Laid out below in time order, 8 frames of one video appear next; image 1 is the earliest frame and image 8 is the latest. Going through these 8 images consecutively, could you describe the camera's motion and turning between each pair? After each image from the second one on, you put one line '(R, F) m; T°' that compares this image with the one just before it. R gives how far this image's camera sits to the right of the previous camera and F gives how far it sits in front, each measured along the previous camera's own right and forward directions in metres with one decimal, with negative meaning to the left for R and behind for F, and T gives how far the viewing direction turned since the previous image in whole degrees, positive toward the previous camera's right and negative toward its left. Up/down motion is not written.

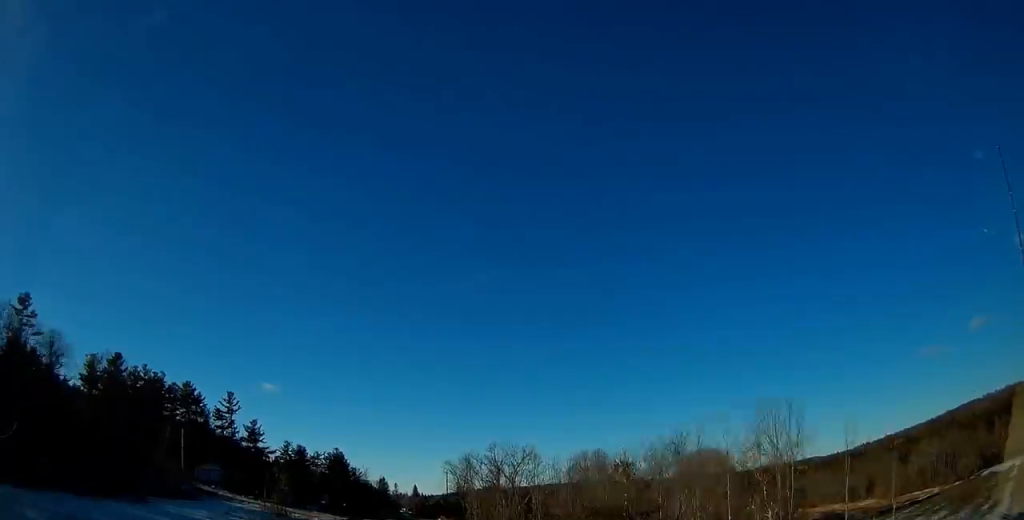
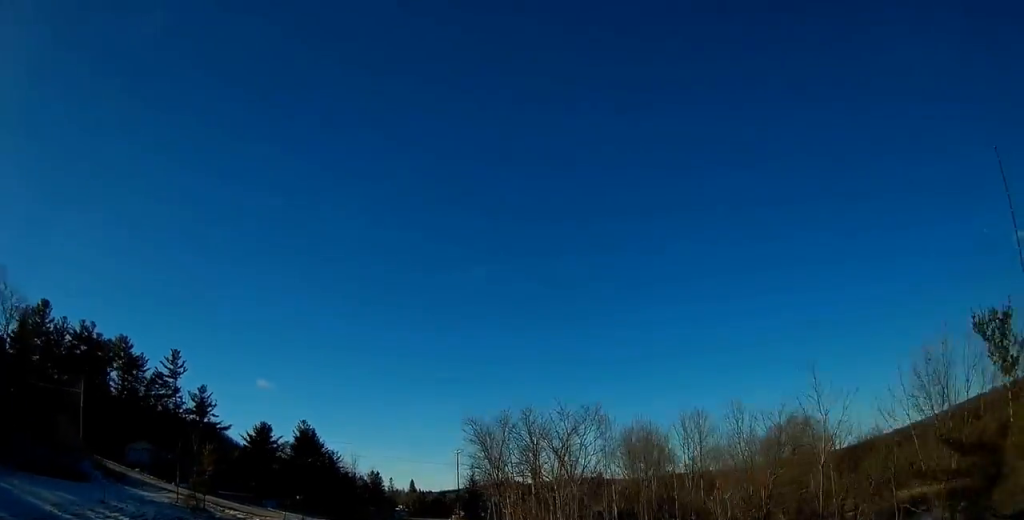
(+0.2, +34.1) m; 0°
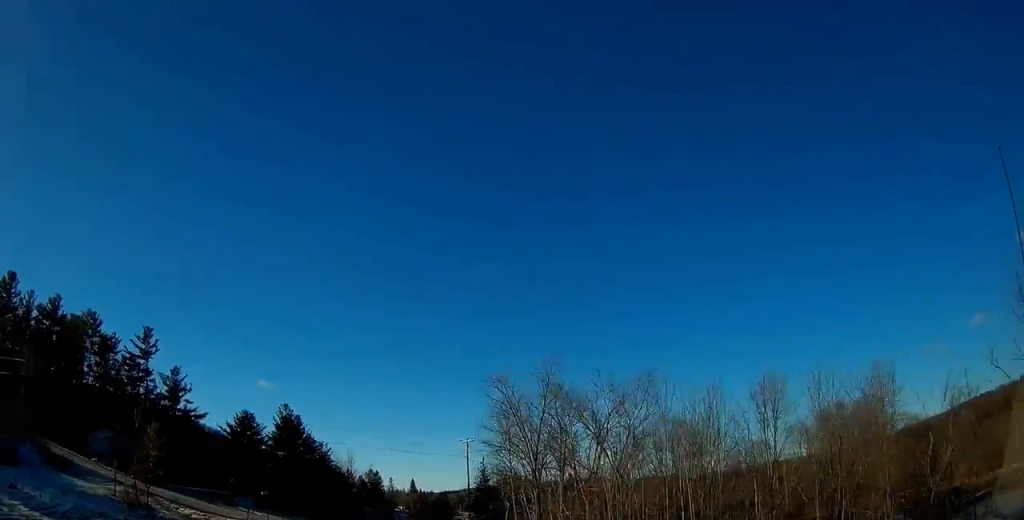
(-0.3, +13.7) m; 0°
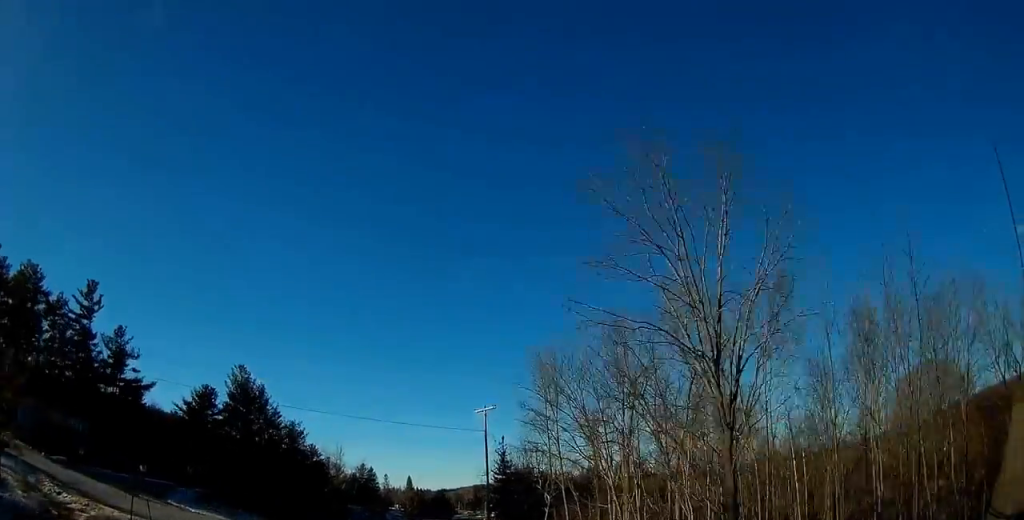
(+0.3, +19.3) m; +1°
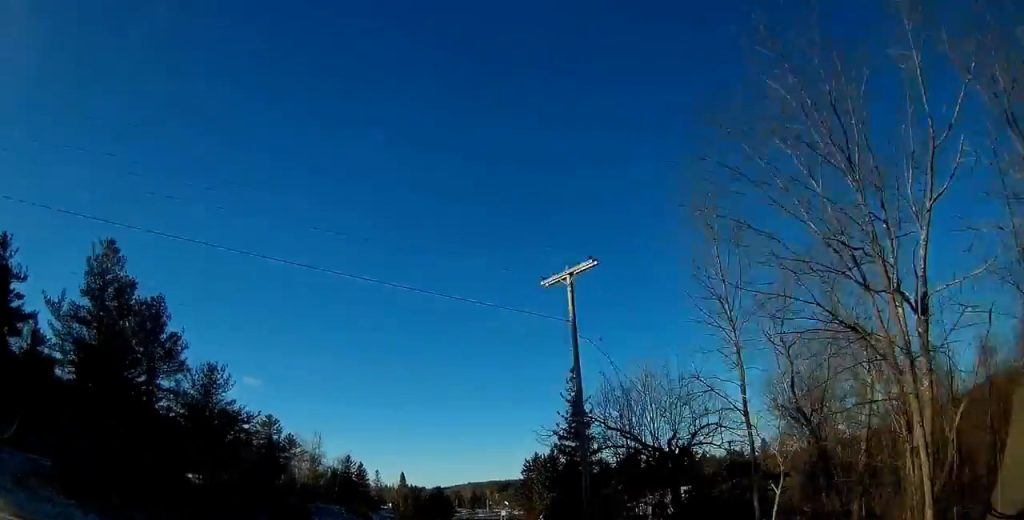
(+0.1, +27.3) m; +1°
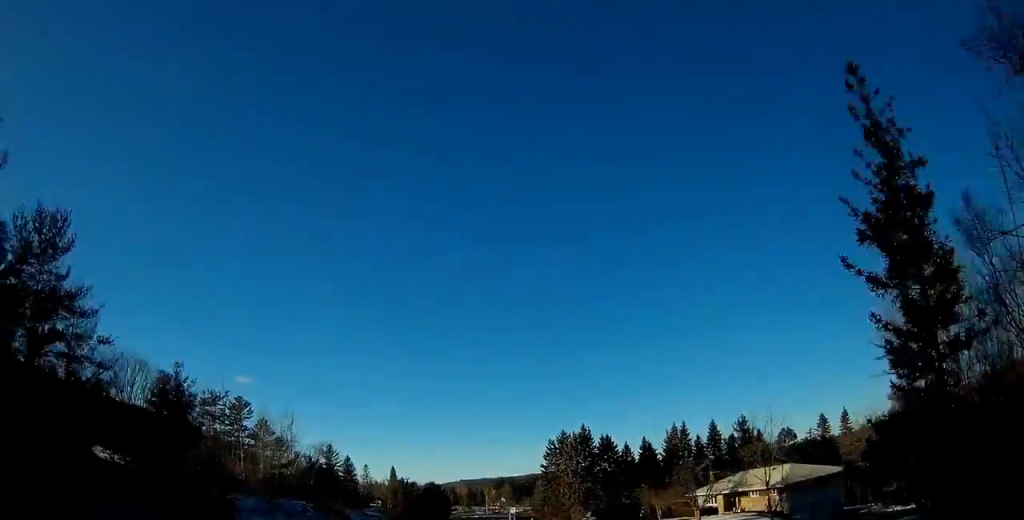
(+0.2, +23.0) m; +1°
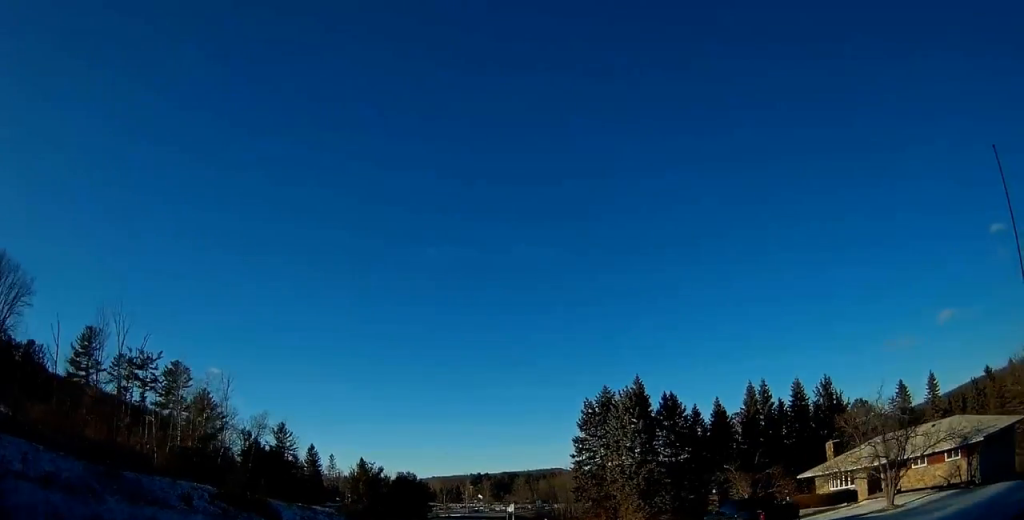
(+0.3, +26.8) m; +2°
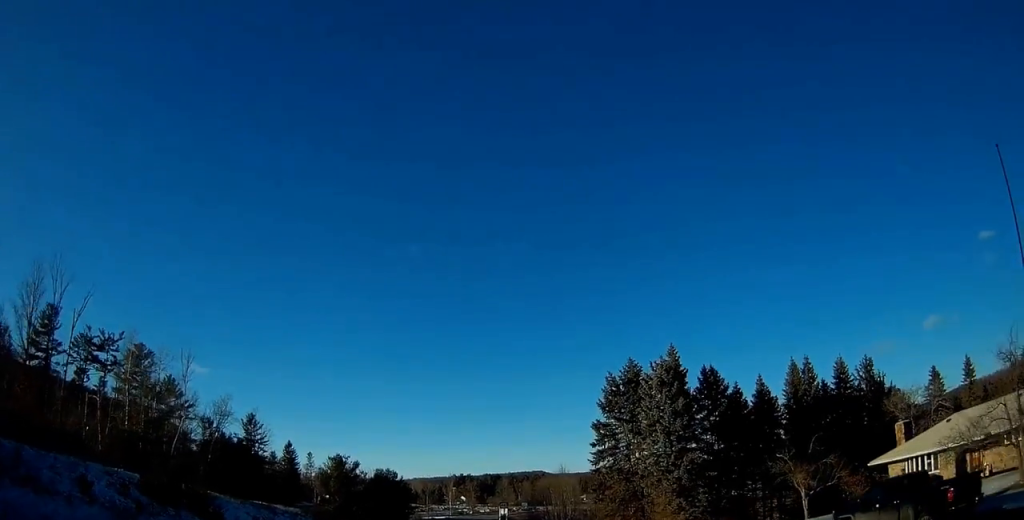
(0.0, +10.5) m; +1°
